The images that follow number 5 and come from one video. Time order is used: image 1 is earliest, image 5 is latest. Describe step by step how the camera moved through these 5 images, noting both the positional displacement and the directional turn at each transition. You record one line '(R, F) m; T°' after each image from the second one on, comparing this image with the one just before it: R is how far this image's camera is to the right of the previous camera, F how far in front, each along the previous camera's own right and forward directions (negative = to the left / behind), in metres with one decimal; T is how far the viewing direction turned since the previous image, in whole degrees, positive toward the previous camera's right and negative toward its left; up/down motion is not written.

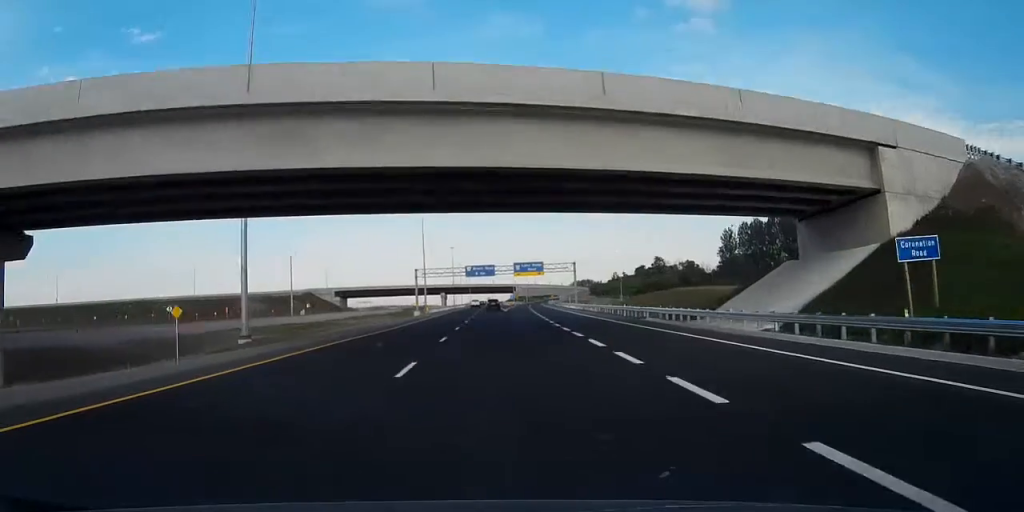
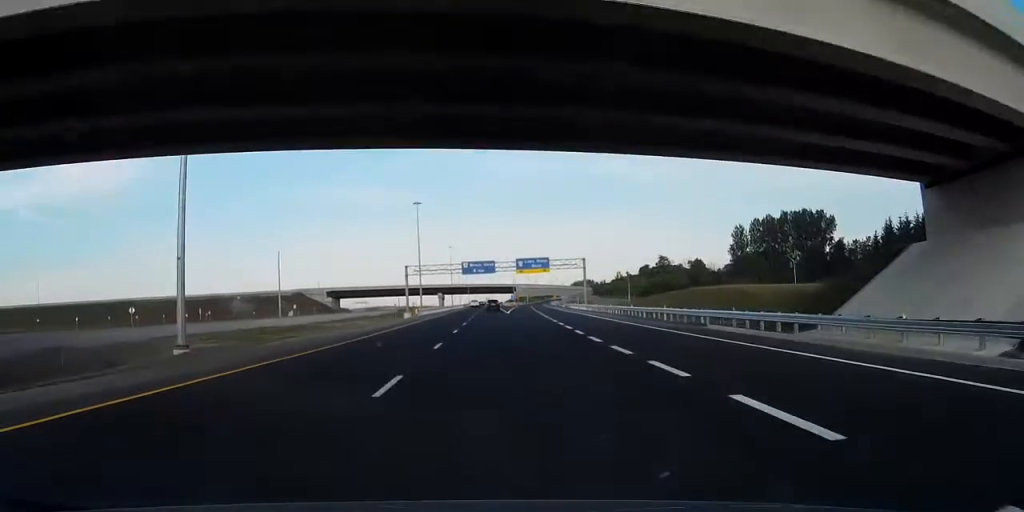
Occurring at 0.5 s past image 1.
(+0.1, +14.4) m; 0°
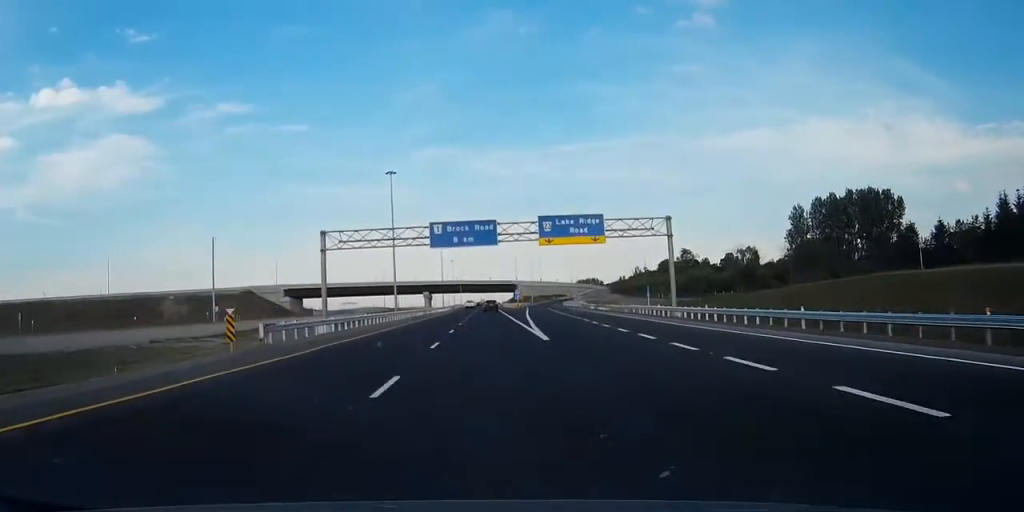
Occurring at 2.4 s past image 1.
(-0.1, +58.7) m; 0°
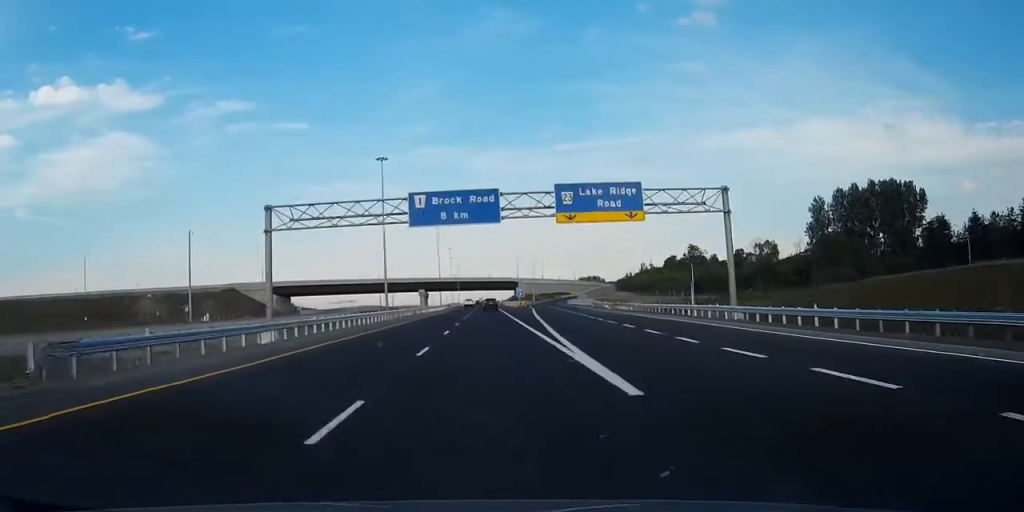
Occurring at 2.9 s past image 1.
(-0.2, +15.5) m; 0°
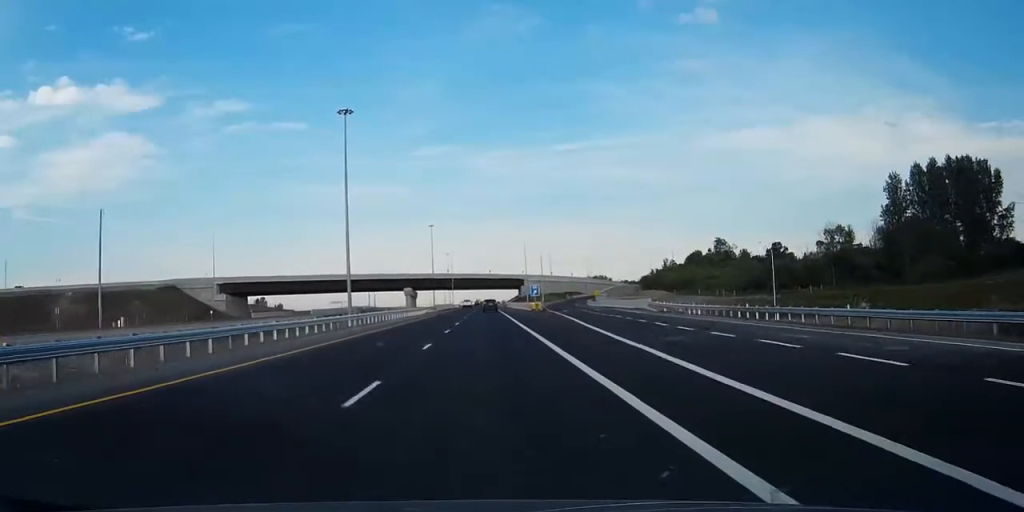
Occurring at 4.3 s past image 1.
(+0.2, +44.5) m; 0°
